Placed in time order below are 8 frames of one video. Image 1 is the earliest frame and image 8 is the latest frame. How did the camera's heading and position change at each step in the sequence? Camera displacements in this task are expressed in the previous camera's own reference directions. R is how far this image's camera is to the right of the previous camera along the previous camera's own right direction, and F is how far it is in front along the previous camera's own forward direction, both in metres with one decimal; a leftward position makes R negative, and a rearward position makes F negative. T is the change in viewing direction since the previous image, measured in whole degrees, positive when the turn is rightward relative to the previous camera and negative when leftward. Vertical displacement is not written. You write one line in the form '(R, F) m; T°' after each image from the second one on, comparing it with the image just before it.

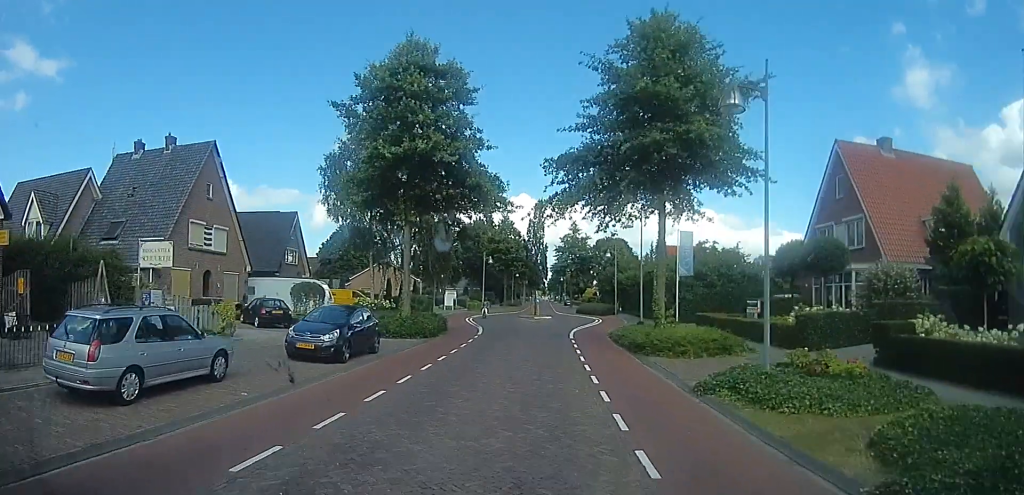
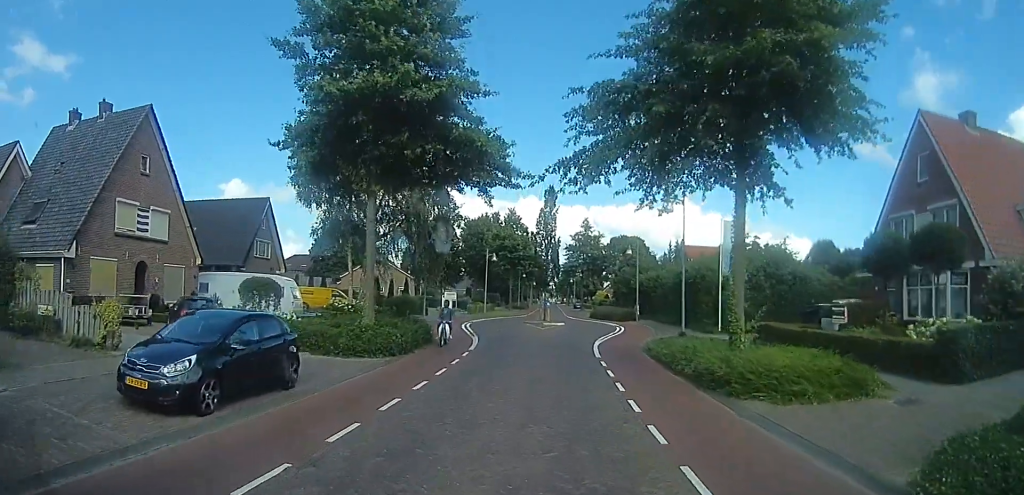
(-0.2, +6.4) m; -5°
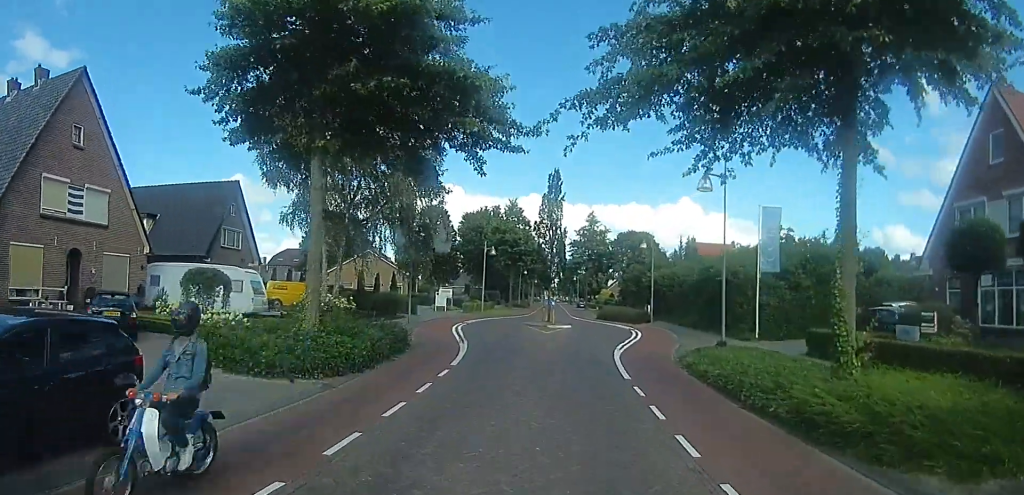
(-0.2, +4.4) m; -3°
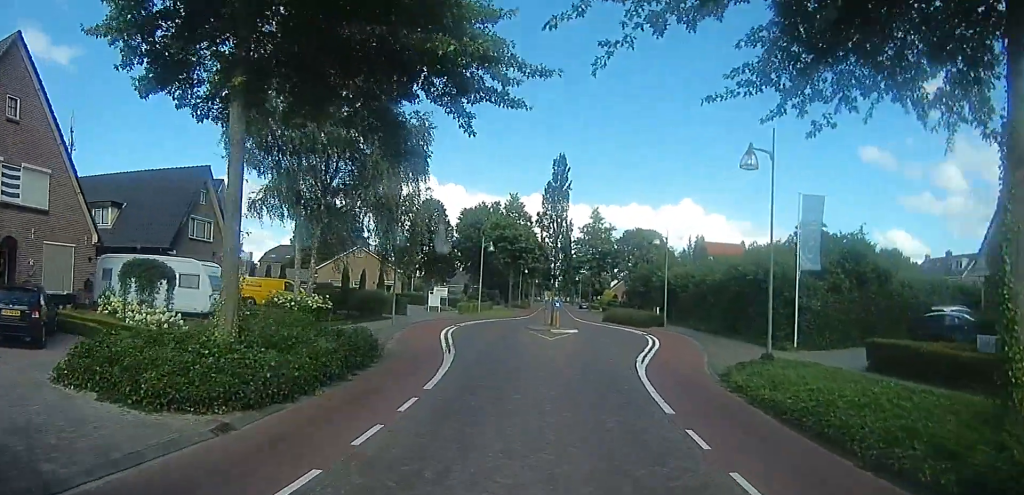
(0.0, +3.6) m; -1°
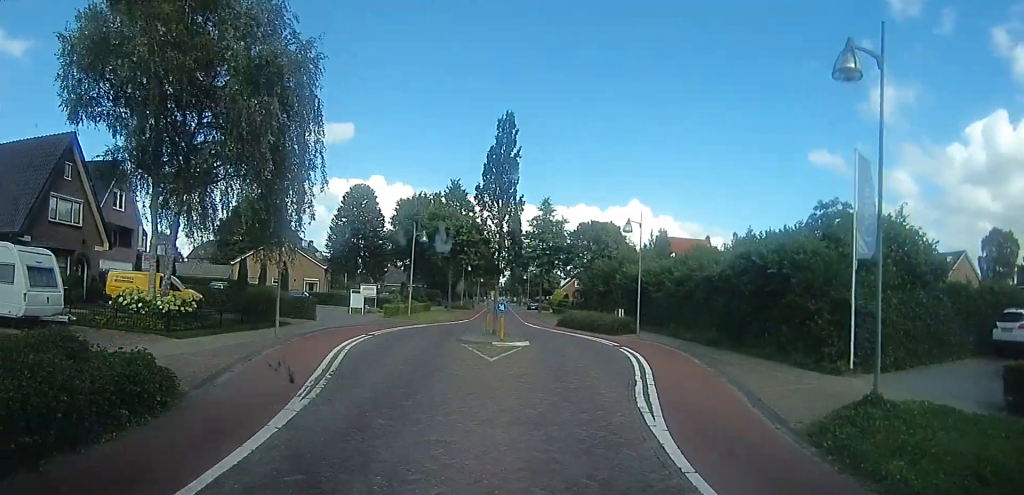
(0.0, +7.0) m; +7°
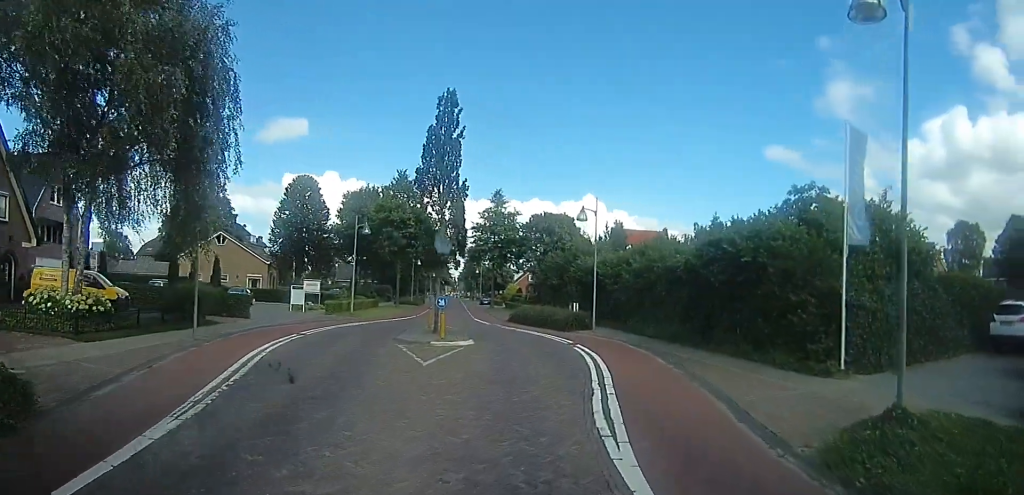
(-0.2, +2.0) m; +9°
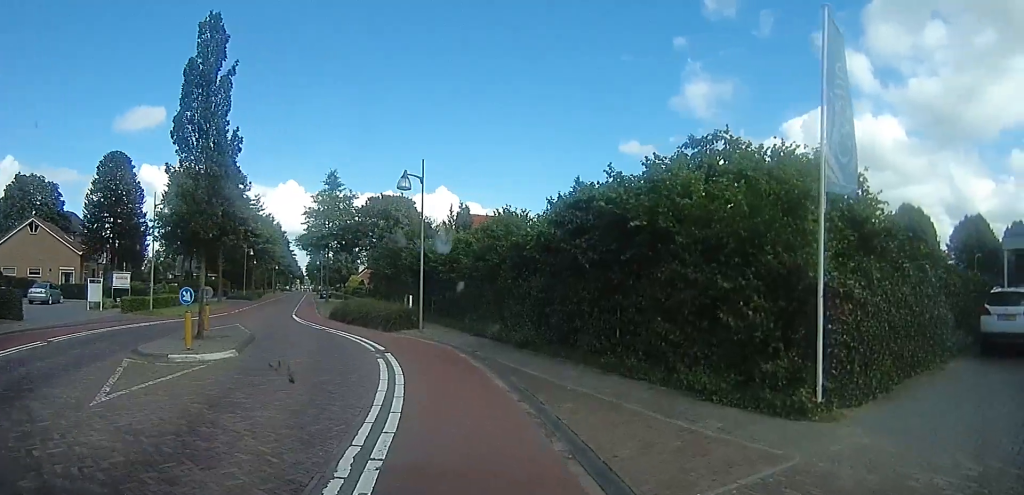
(+2.1, +5.7) m; +24°
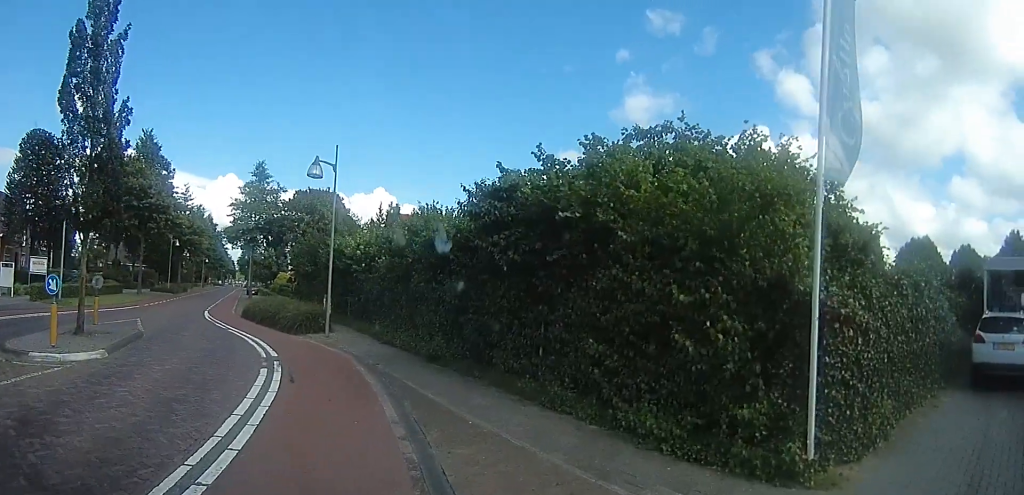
(0.0, +2.4) m; 0°
